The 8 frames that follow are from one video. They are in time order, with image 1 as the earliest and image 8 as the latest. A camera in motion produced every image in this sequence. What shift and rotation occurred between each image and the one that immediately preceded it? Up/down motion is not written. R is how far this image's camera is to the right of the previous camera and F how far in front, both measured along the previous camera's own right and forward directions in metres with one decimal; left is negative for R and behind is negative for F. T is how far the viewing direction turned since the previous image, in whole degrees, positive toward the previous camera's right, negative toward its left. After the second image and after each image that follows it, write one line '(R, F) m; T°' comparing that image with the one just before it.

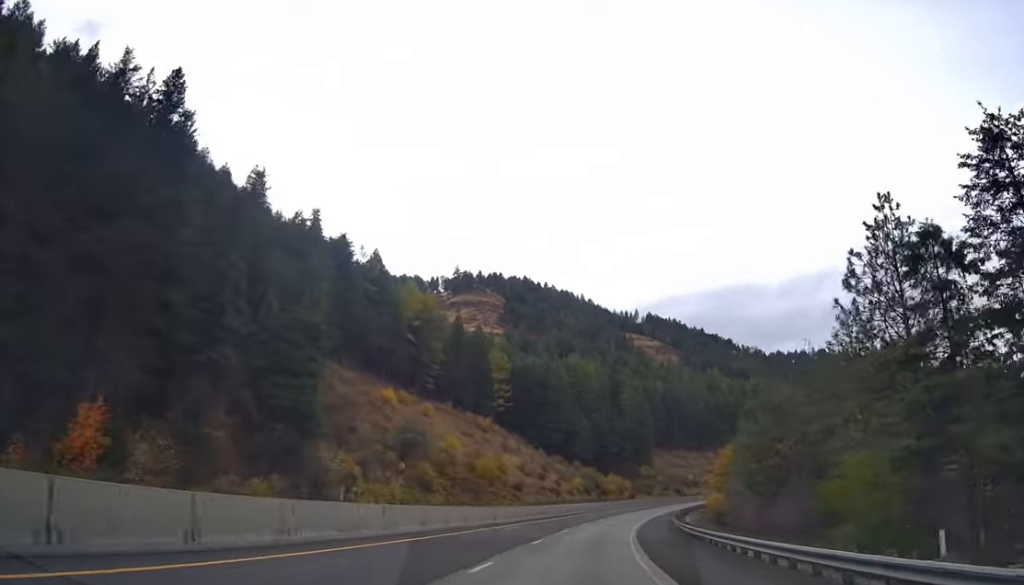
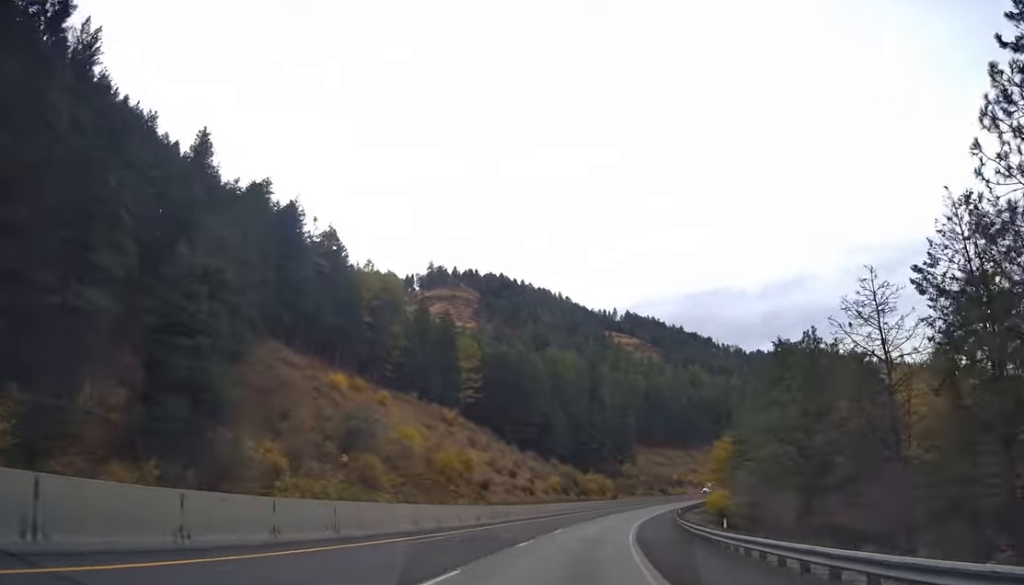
(+0.3, +15.6) m; +2°
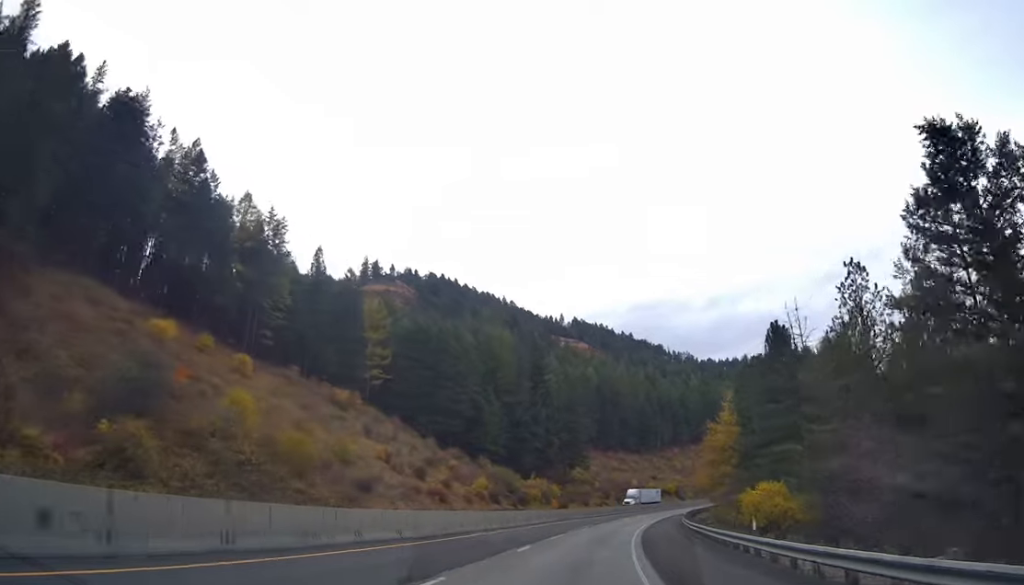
(+0.8, +37.2) m; +3°
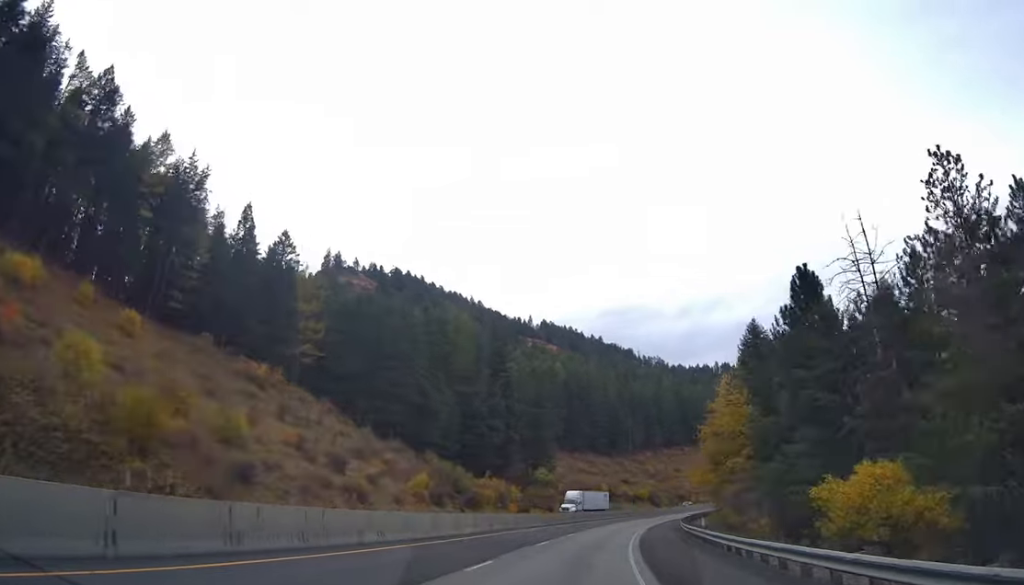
(+0.4, +19.0) m; +3°
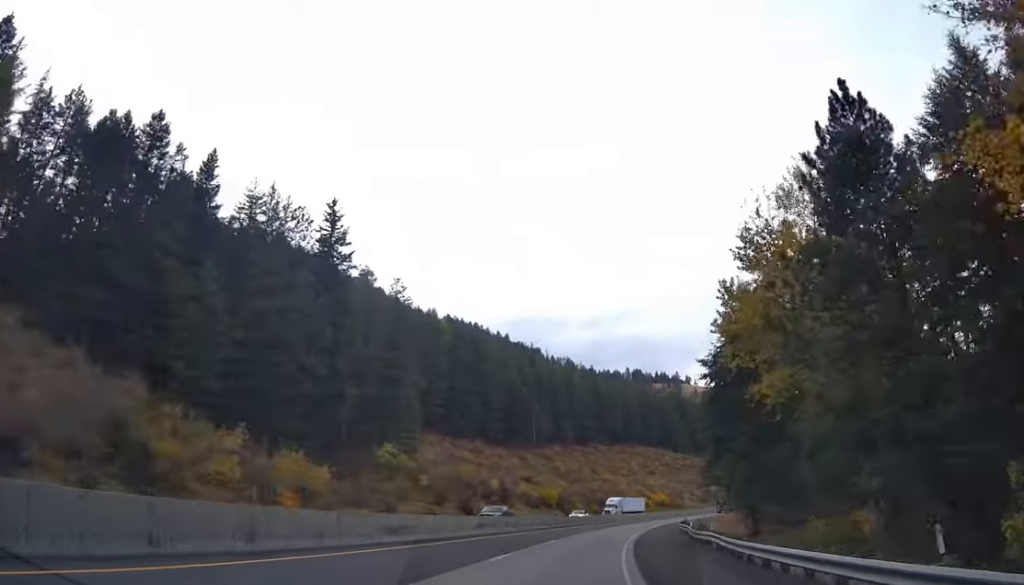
(+4.0, +54.8) m; +8°
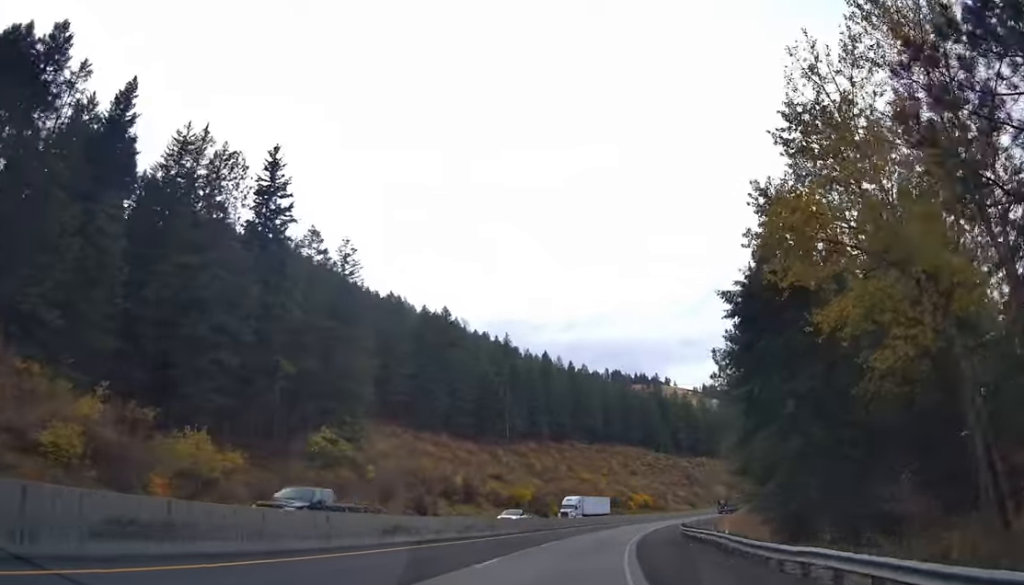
(+0.2, +14.3) m; +2°
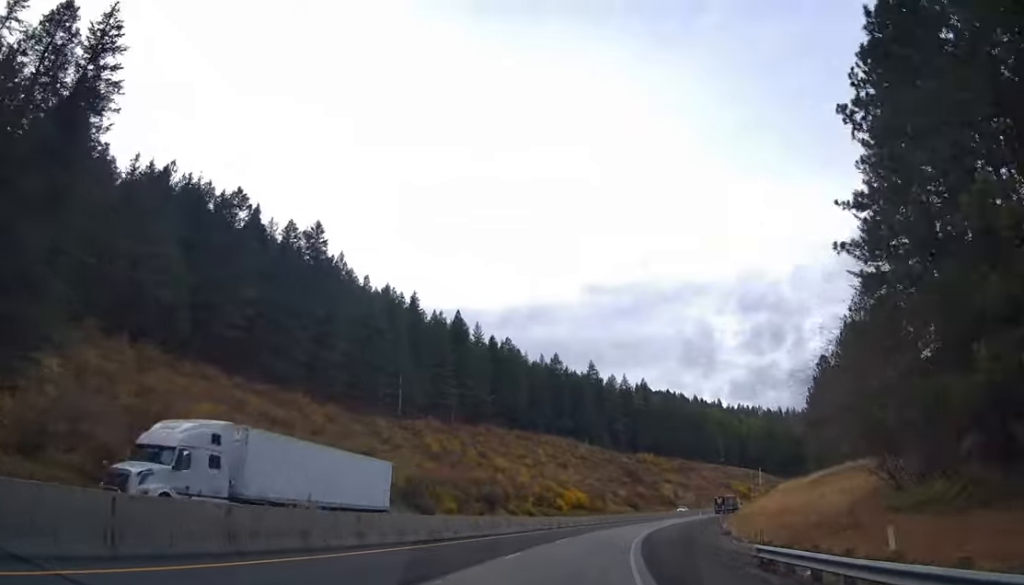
(+2.5, +42.0) m; +6°
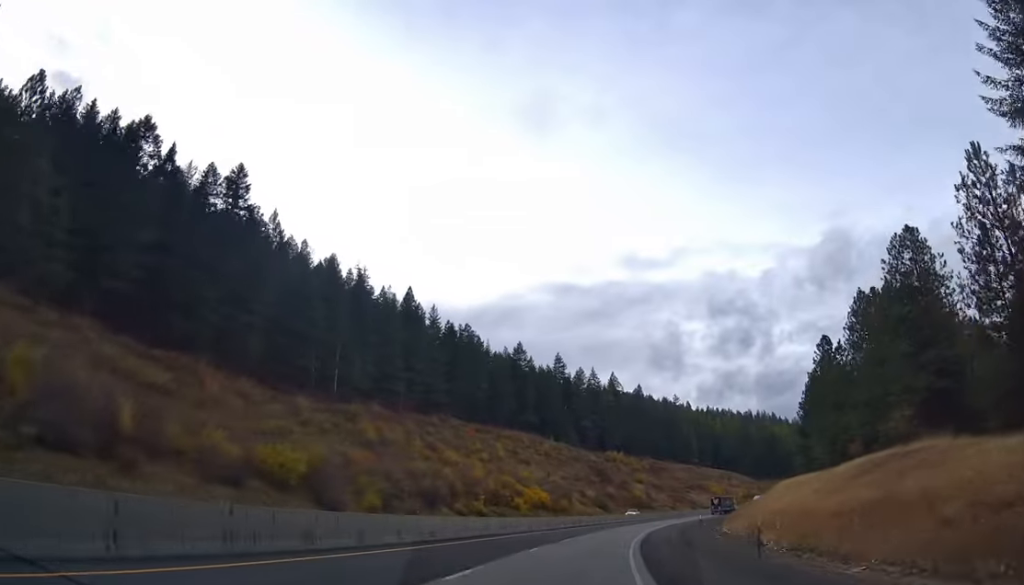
(+0.4, +18.3) m; +3°
